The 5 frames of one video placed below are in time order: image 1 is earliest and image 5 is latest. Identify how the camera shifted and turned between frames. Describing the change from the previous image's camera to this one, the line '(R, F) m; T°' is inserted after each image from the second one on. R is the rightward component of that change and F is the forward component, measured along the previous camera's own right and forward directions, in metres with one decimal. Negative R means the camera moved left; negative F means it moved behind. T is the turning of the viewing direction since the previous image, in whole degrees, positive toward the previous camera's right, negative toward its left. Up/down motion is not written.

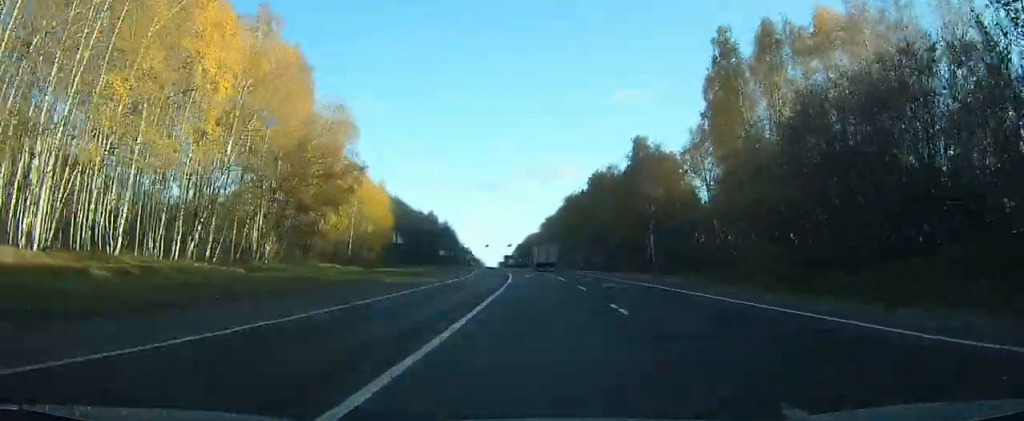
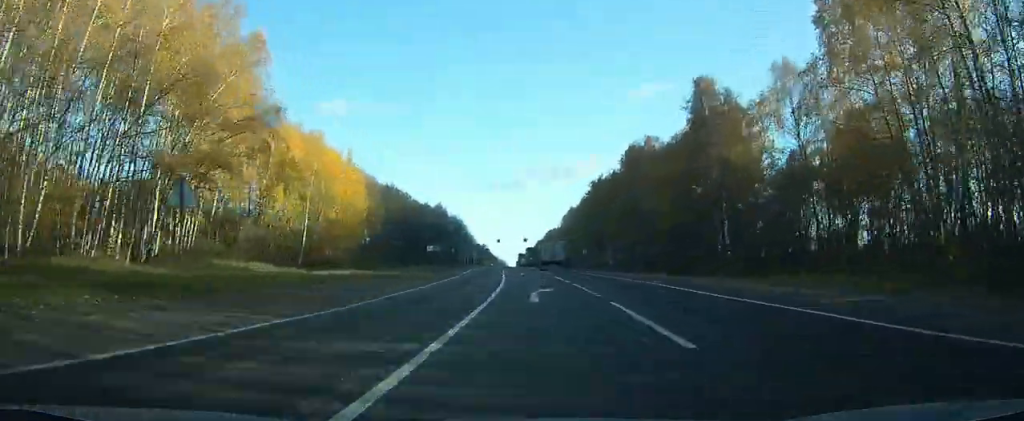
(-0.3, +28.5) m; +1°
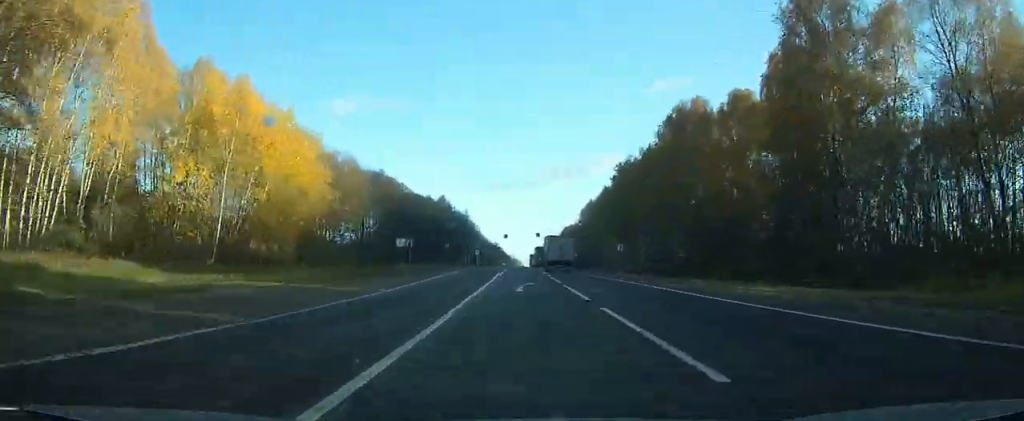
(+1.1, +24.7) m; +5°
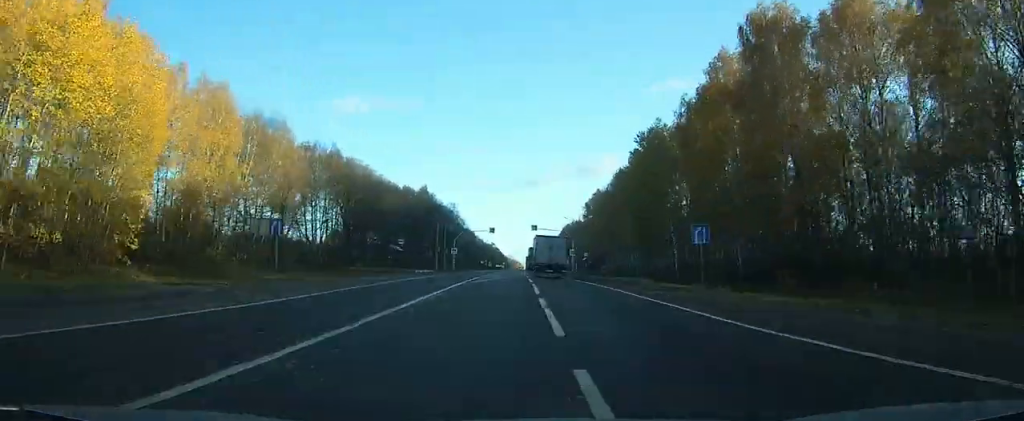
(+1.8, +31.4) m; +2°
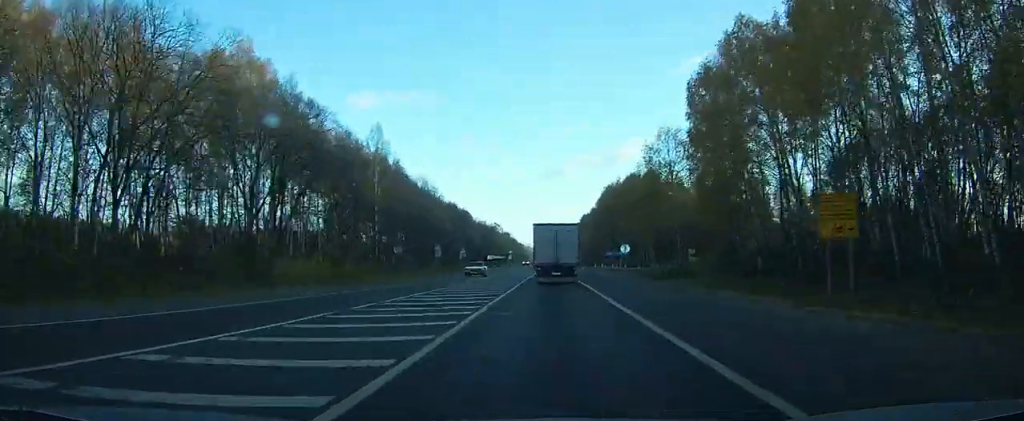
(-1.2, +132.8) m; -1°
